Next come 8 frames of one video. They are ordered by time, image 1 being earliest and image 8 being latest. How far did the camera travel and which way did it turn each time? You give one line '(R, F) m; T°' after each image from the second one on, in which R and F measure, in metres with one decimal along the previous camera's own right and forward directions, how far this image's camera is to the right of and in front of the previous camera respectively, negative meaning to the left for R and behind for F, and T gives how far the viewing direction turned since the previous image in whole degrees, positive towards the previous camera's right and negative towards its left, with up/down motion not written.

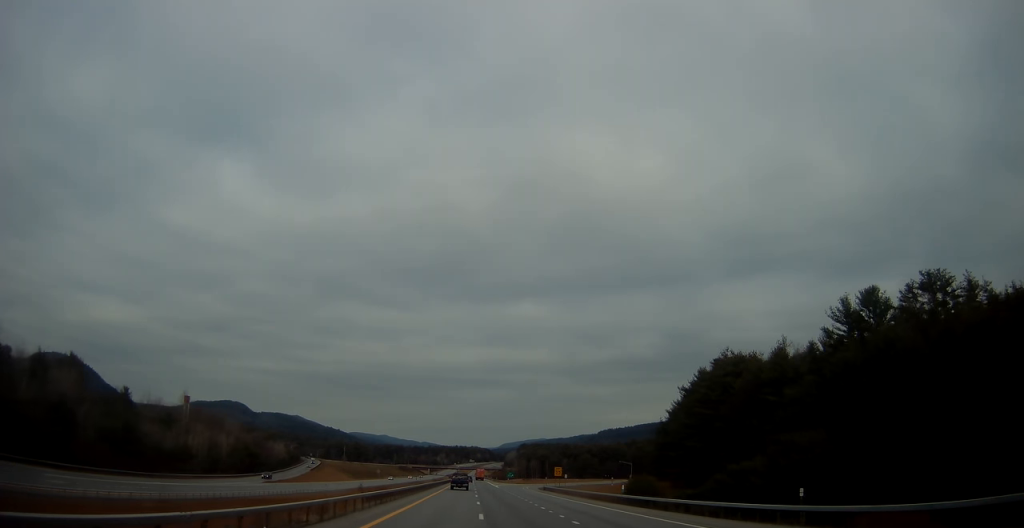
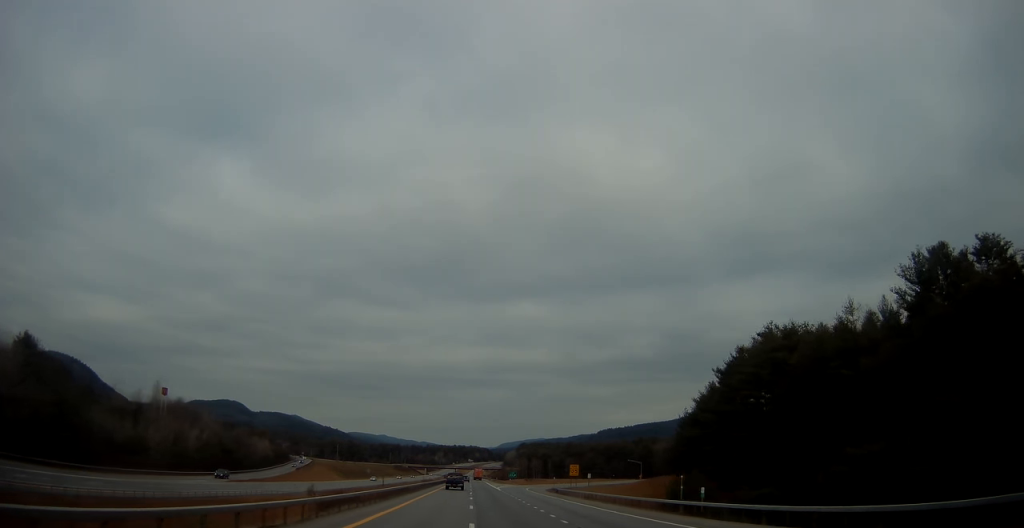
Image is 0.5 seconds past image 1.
(+0.2, +17.6) m; 0°
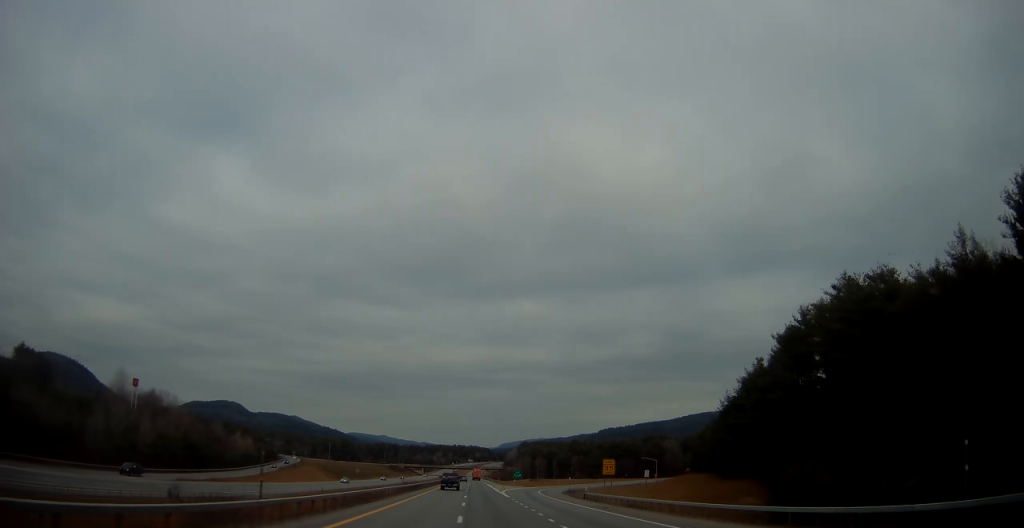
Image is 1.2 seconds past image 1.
(+0.1, +20.9) m; 0°
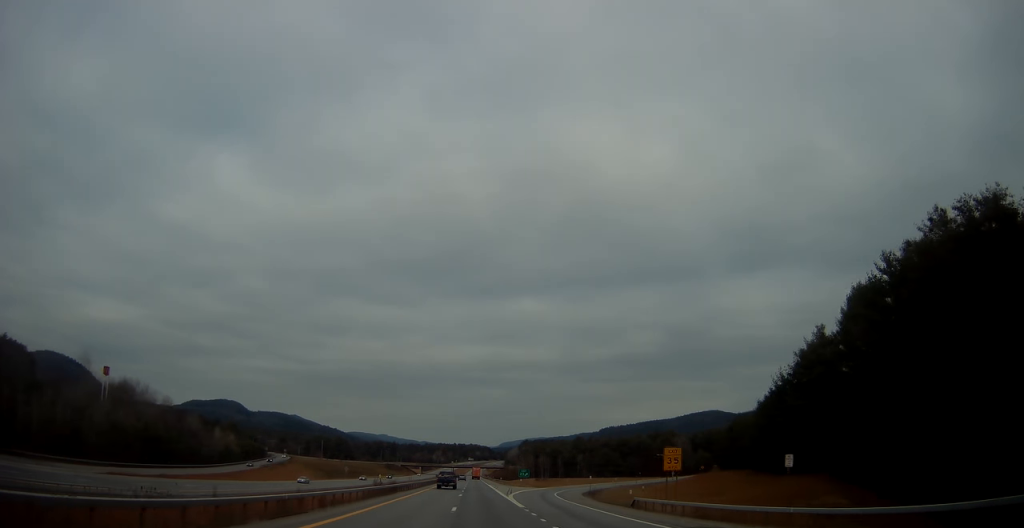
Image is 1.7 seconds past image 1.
(0.0, +18.7) m; 0°
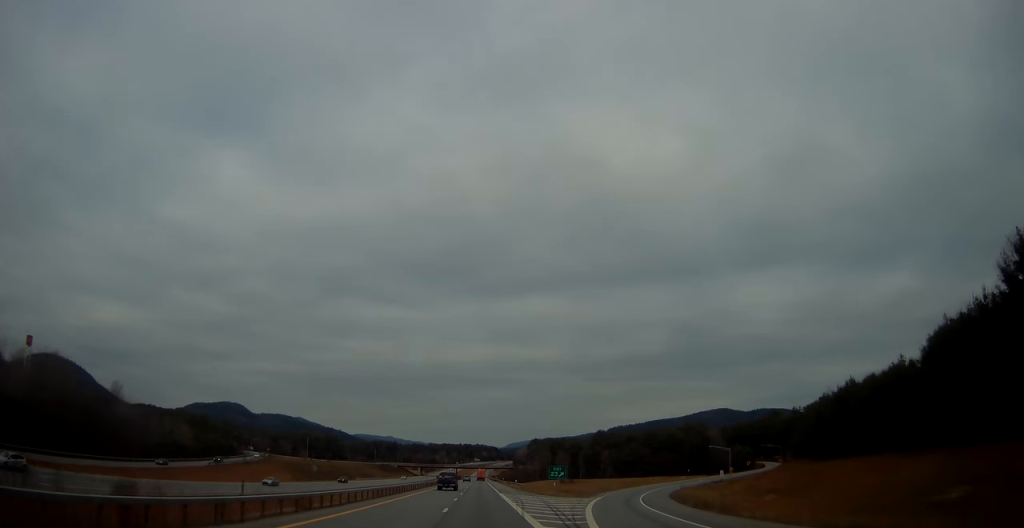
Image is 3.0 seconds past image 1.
(+0.1, +43.0) m; -1°
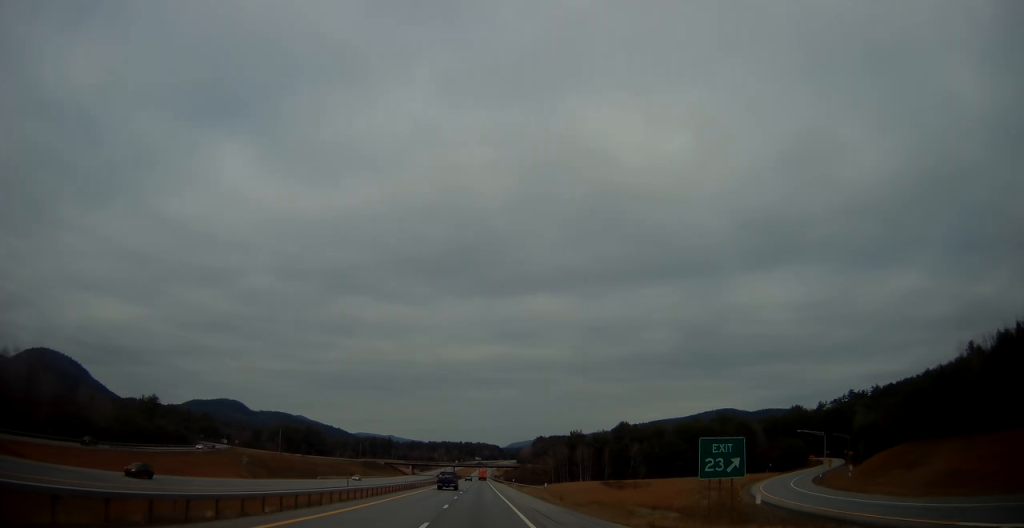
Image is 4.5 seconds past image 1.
(-0.5, +47.4) m; -1°
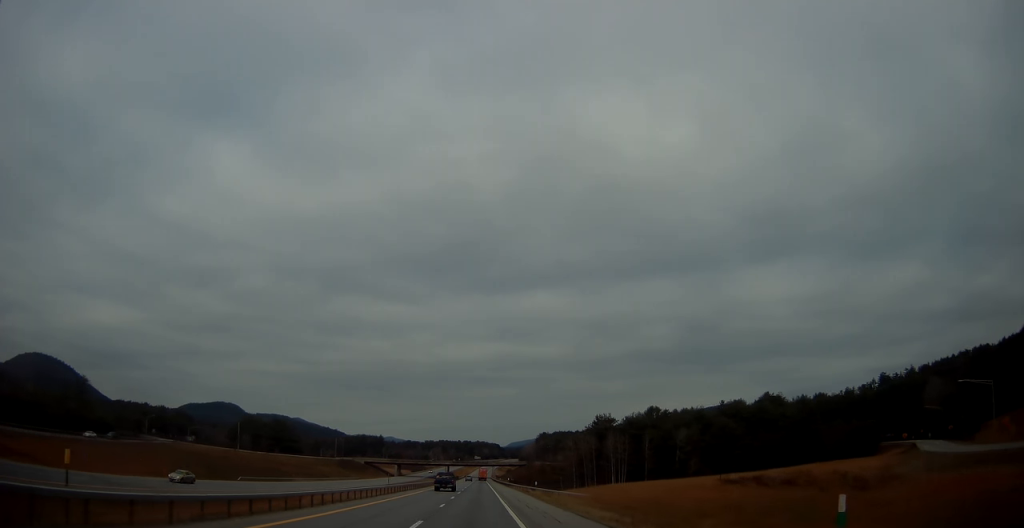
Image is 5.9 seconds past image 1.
(-0.2, +48.3) m; 0°
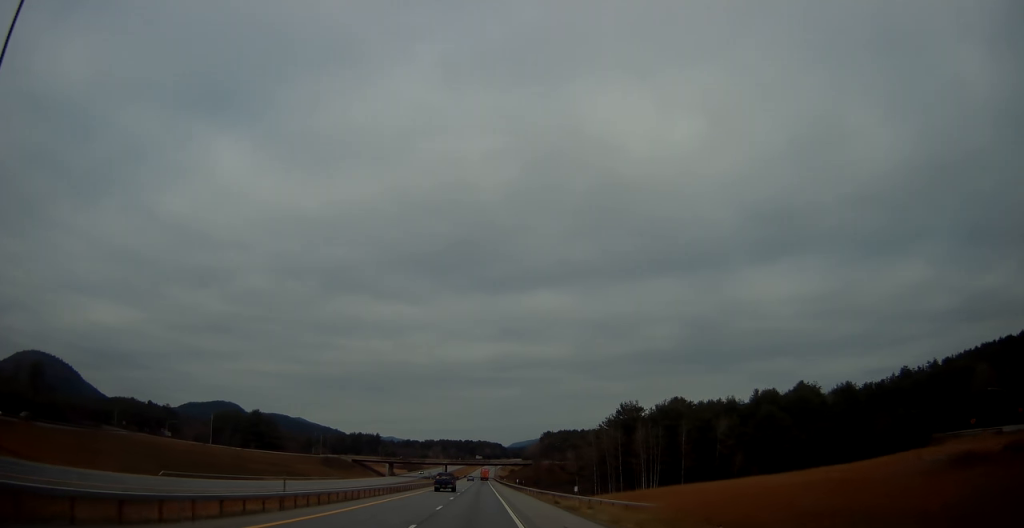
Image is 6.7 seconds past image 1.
(+0.1, +26.1) m; 0°
